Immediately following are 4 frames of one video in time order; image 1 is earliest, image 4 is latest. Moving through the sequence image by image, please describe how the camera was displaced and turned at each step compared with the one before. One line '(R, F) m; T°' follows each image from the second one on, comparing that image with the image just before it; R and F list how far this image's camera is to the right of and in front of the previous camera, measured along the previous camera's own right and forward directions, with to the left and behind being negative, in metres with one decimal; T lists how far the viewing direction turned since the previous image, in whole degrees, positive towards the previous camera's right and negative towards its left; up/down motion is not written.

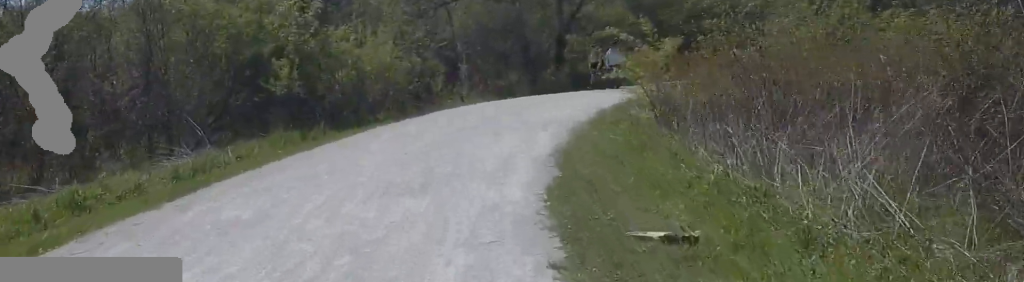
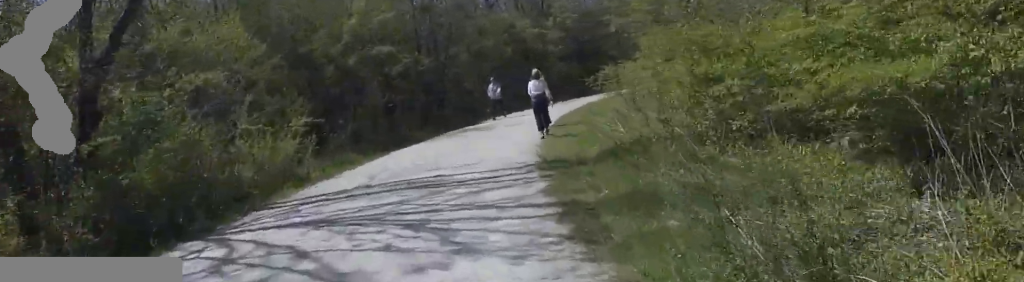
(+1.3, +15.6) m; +17°
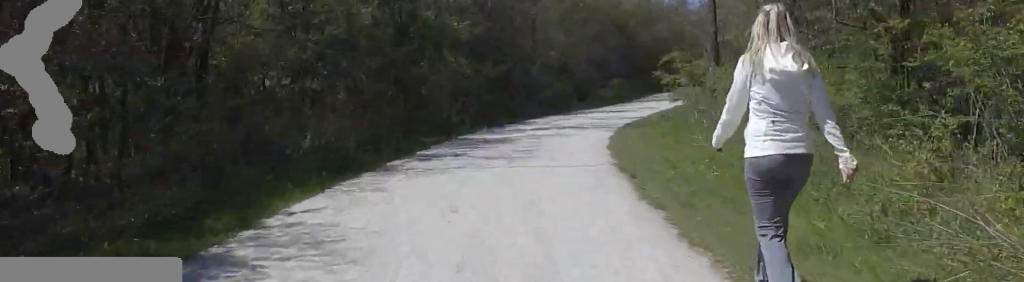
(+4.7, +16.6) m; +20°
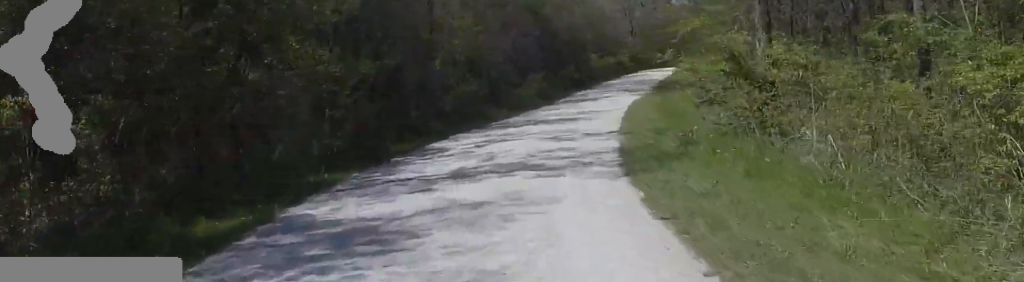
(+1.1, +6.6) m; +13°
